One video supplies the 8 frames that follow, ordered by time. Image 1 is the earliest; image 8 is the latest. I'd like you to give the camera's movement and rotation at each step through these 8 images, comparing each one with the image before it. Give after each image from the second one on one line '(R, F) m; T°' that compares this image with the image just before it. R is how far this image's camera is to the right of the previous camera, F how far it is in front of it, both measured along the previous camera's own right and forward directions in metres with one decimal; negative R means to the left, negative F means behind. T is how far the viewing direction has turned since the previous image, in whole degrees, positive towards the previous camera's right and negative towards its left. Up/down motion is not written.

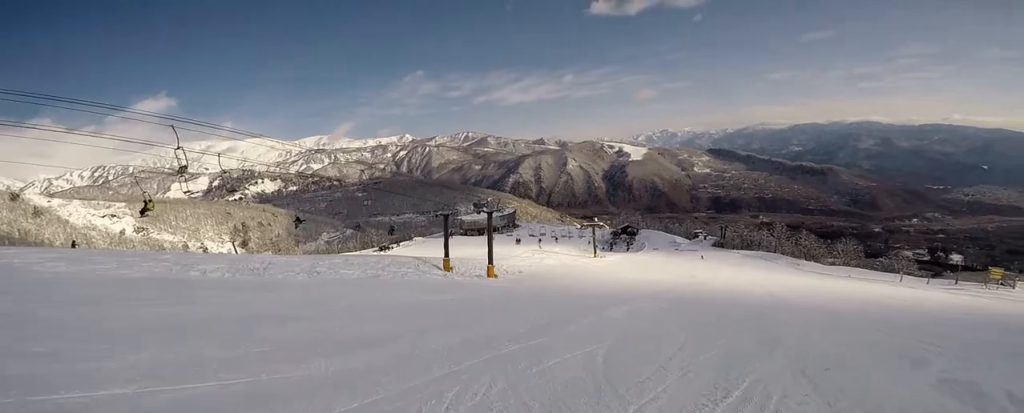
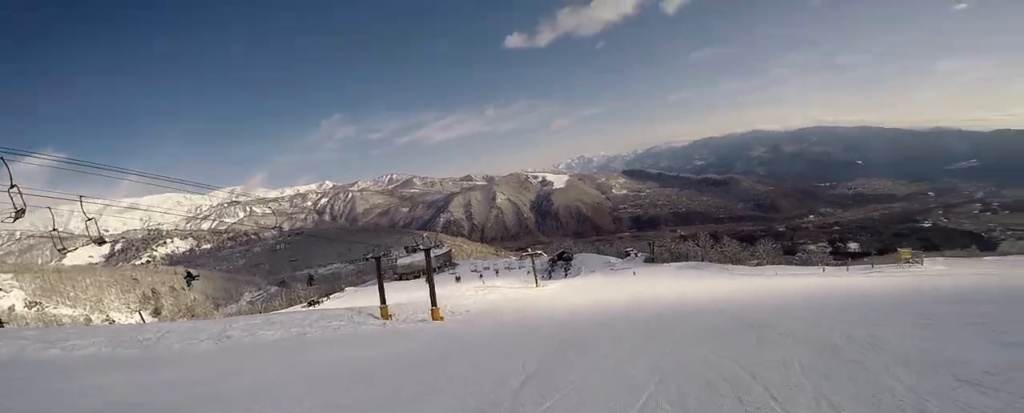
(-0.2, +3.4) m; +6°
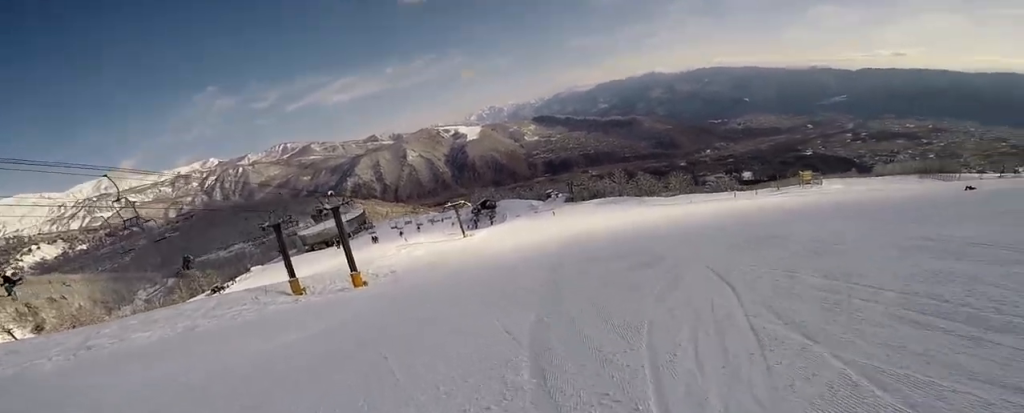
(+0.6, +3.5) m; +10°
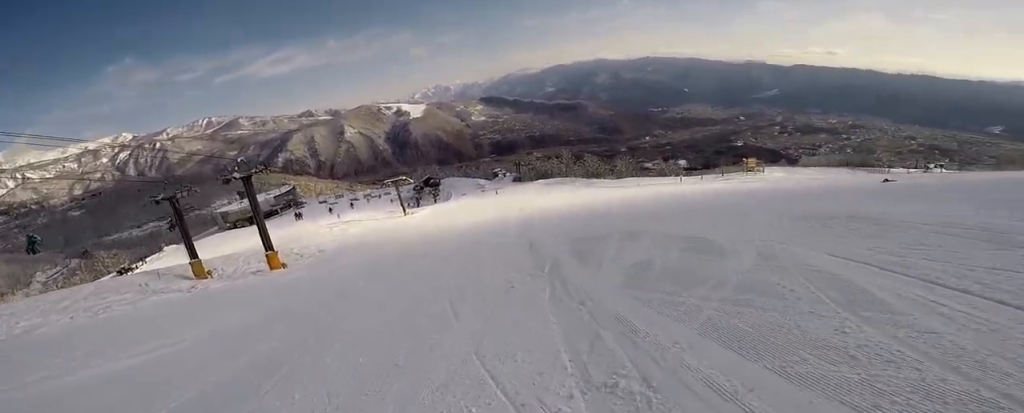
(+0.1, +4.0) m; +12°
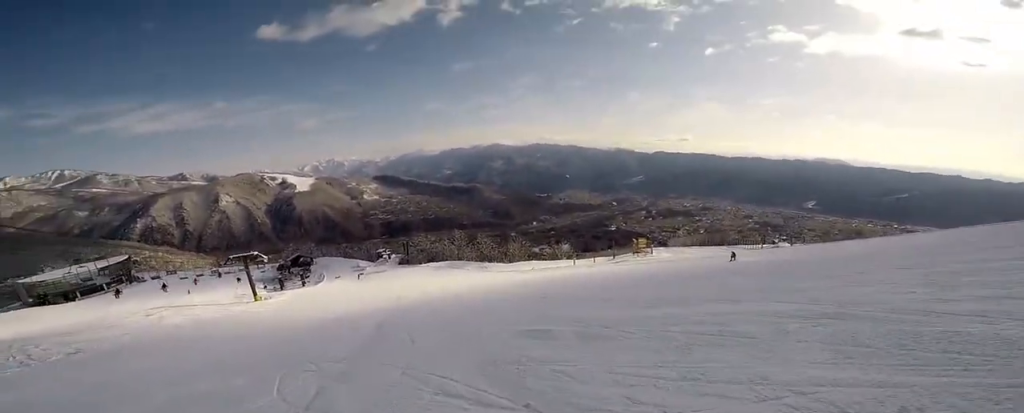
(+3.0, +11.6) m; +11°
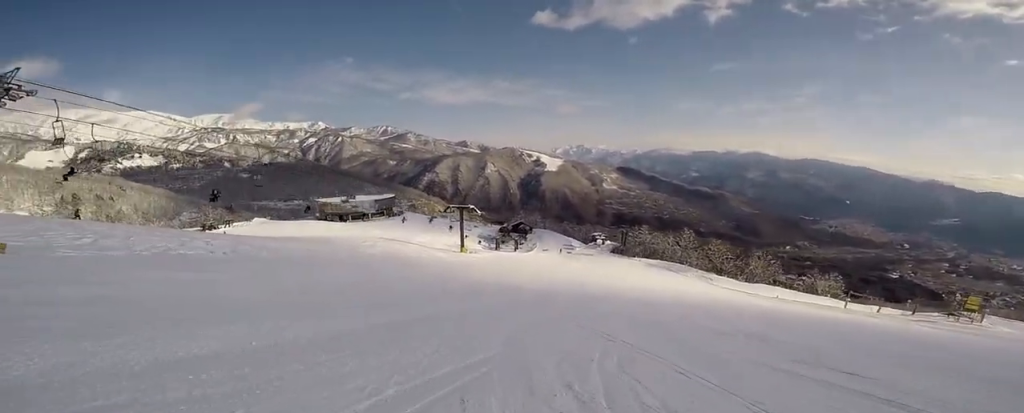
(-3.2, +12.2) m; -31°
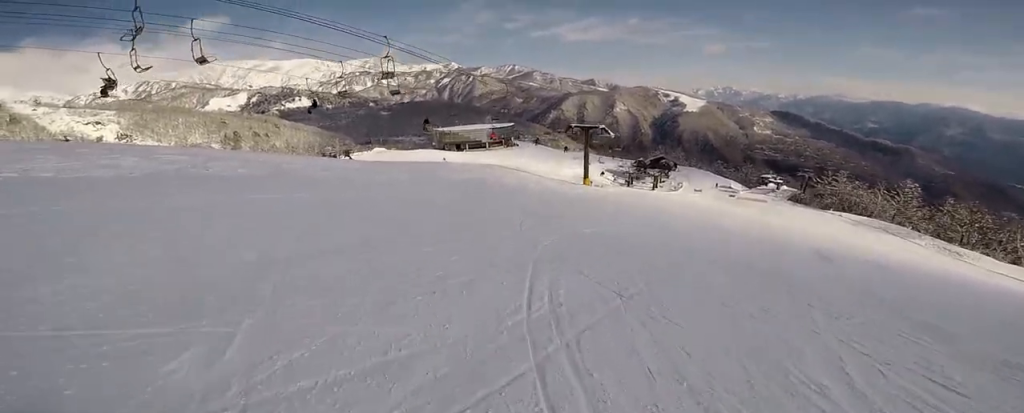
(-5.1, +17.8) m; -28°
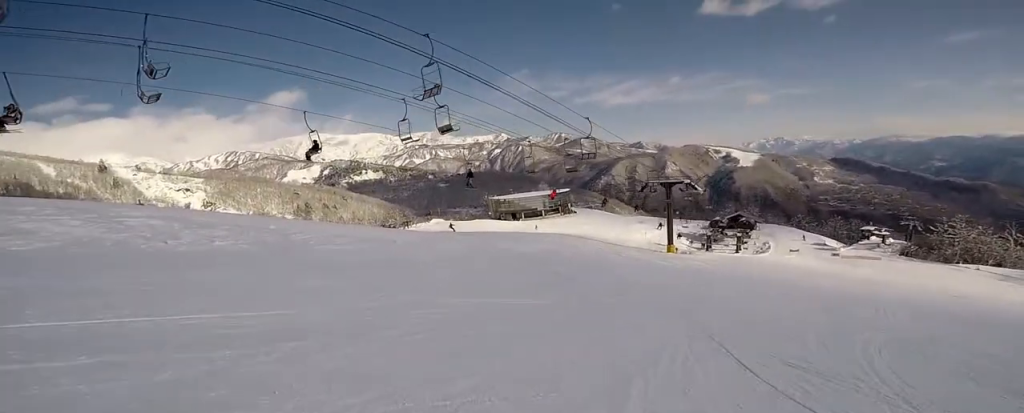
(-0.9, +9.1) m; -4°
